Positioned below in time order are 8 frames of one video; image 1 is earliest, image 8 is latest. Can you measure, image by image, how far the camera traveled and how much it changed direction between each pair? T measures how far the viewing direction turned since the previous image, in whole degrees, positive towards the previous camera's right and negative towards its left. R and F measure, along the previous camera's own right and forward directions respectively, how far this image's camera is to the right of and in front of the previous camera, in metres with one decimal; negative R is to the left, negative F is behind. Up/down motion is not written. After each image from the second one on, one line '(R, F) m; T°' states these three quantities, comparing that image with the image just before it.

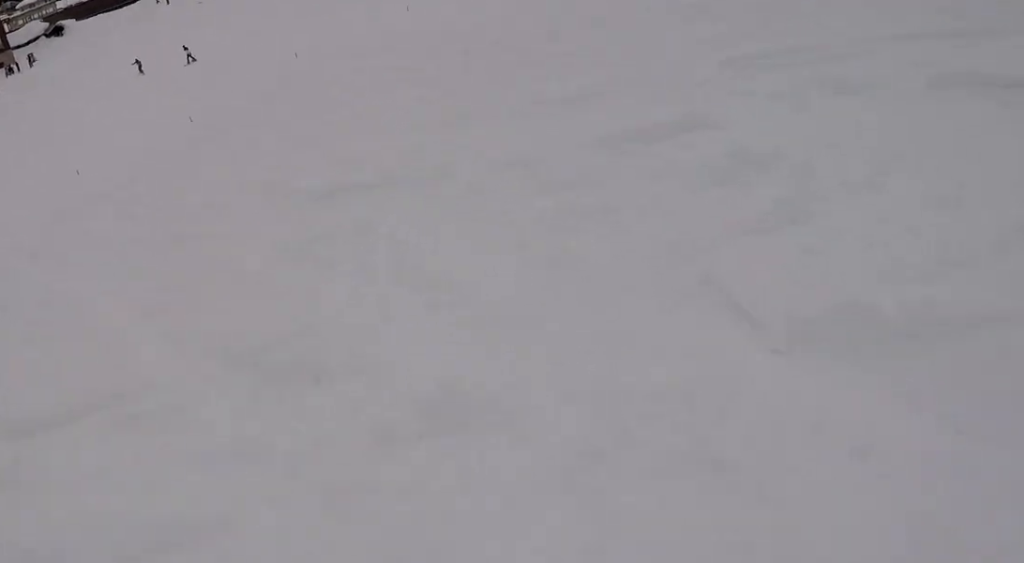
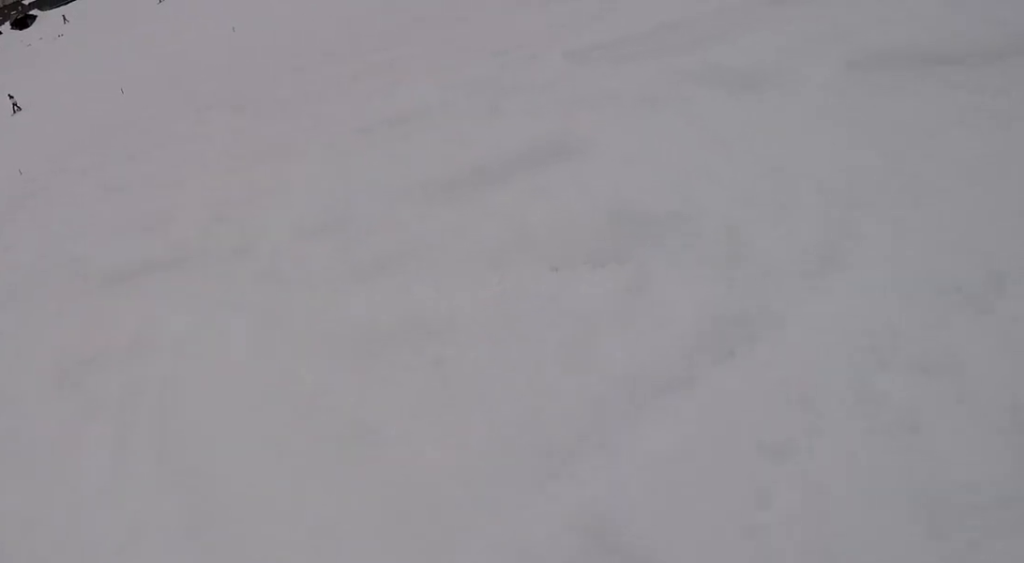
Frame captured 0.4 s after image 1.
(+0.1, +1.7) m; -8°
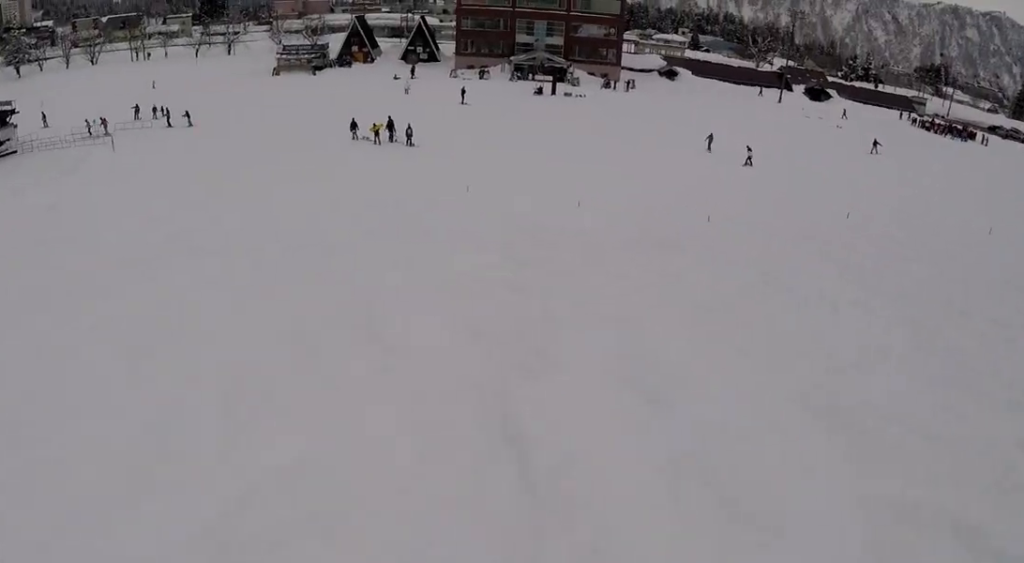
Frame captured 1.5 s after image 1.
(-0.9, +3.5) m; -26°
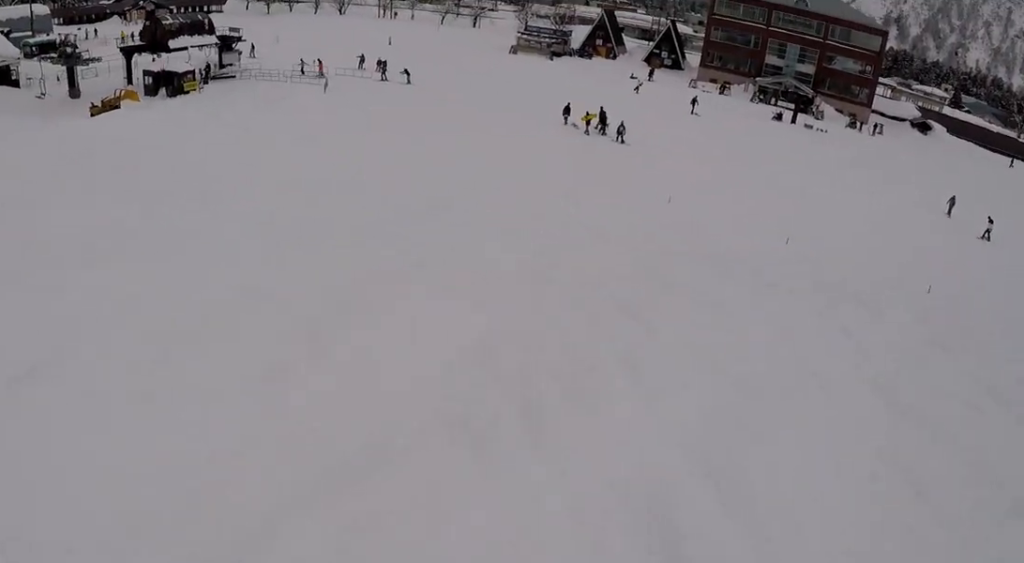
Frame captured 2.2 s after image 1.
(-0.6, +3.2) m; -23°
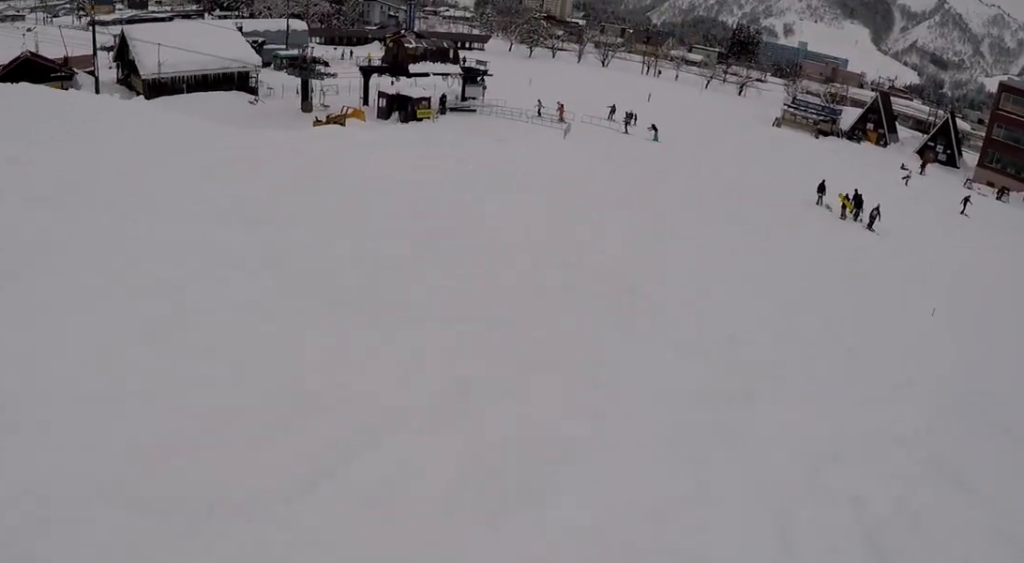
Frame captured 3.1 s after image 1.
(-0.7, +3.8) m; -21°
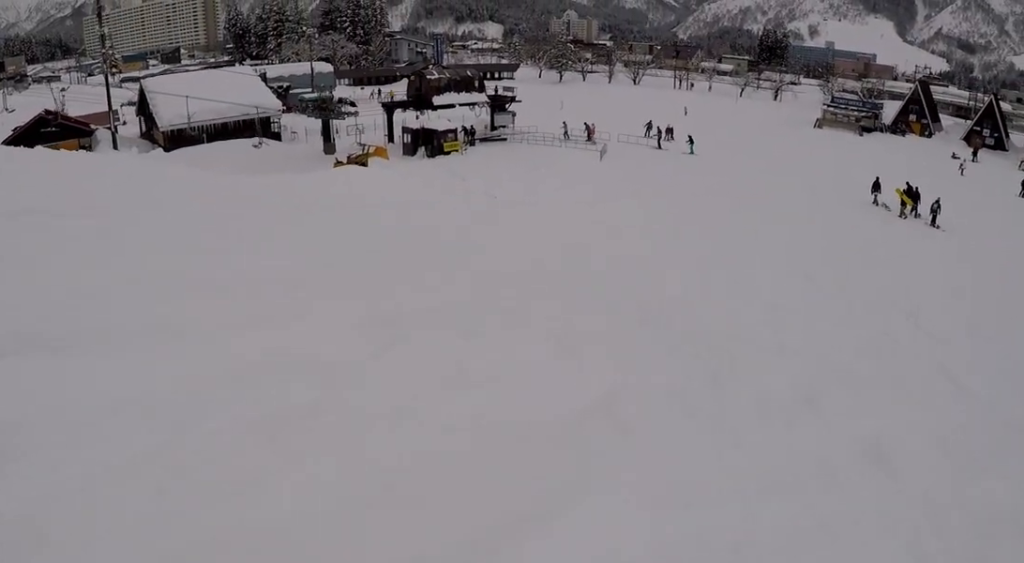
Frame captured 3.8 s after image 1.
(-0.9, +3.6) m; -10°
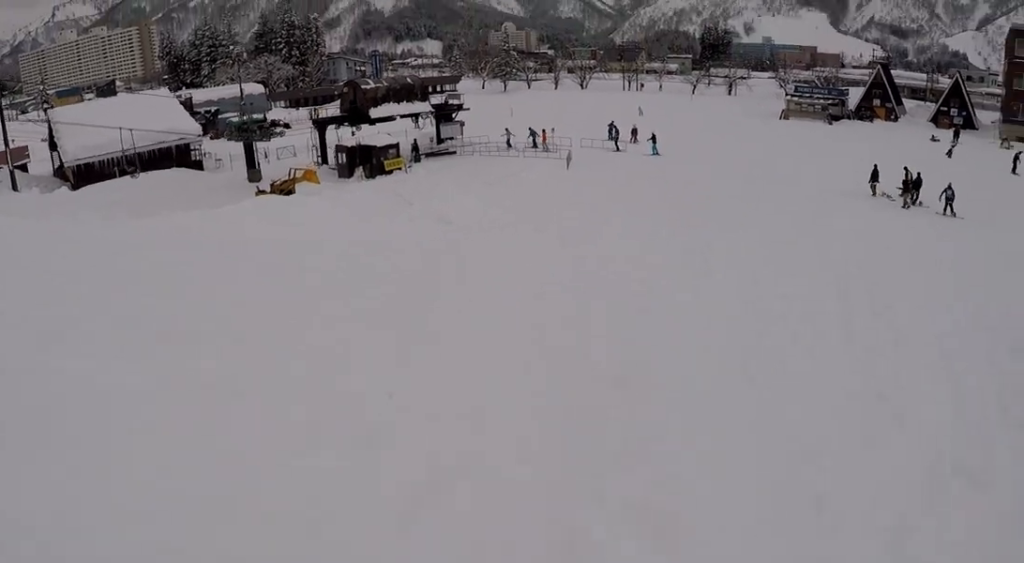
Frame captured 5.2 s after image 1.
(-0.1, +8.2) m; -1°
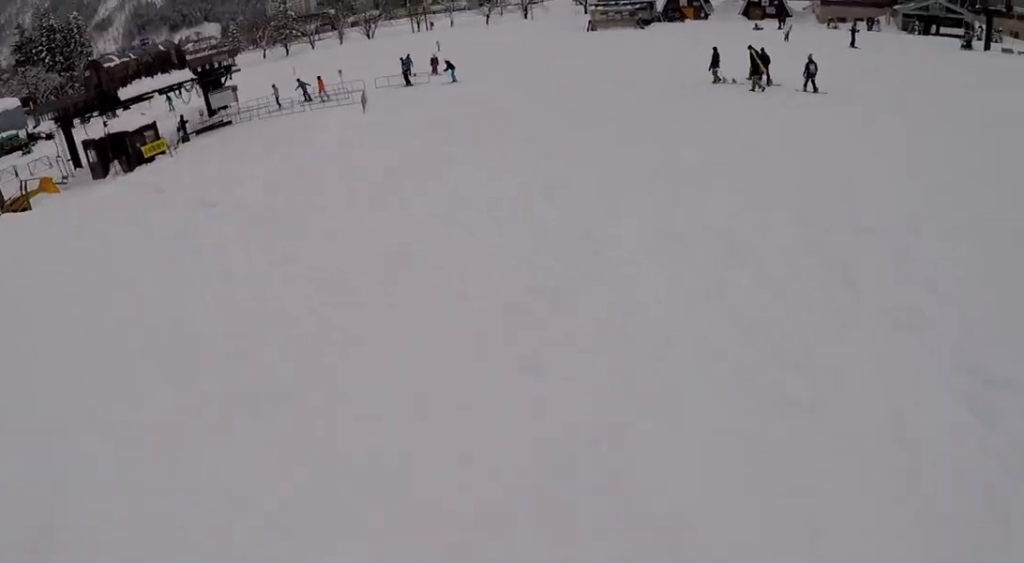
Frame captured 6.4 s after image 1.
(+0.3, +7.3) m; +18°
